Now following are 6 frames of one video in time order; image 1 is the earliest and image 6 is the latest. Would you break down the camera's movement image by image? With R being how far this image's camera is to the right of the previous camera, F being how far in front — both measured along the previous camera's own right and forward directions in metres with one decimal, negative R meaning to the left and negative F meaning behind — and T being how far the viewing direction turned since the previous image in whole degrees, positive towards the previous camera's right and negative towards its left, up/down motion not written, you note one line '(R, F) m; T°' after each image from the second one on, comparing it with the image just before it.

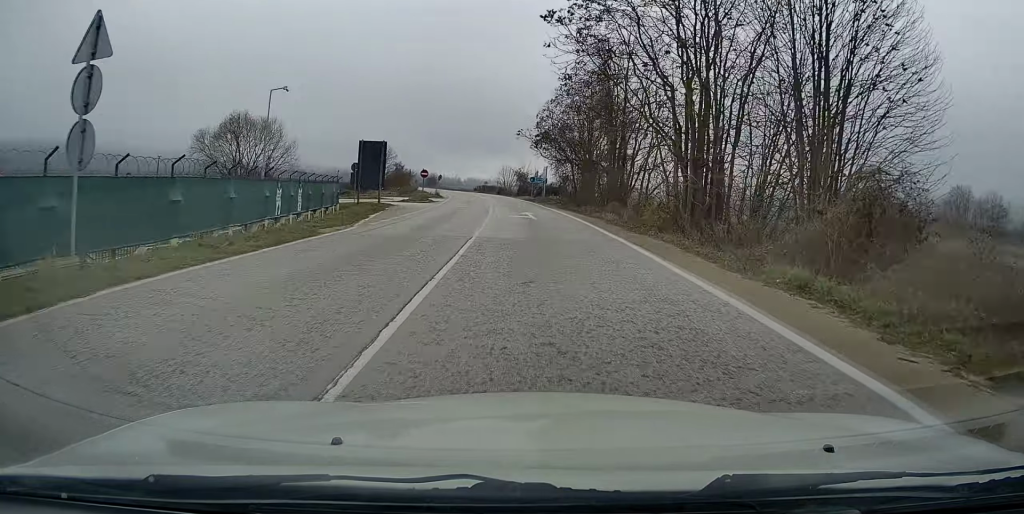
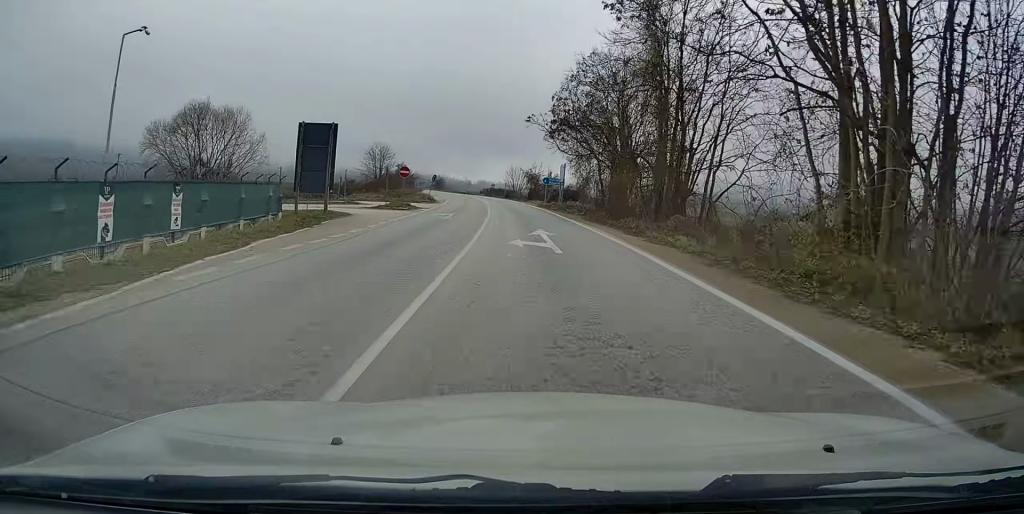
(+0.1, +12.6) m; -1°
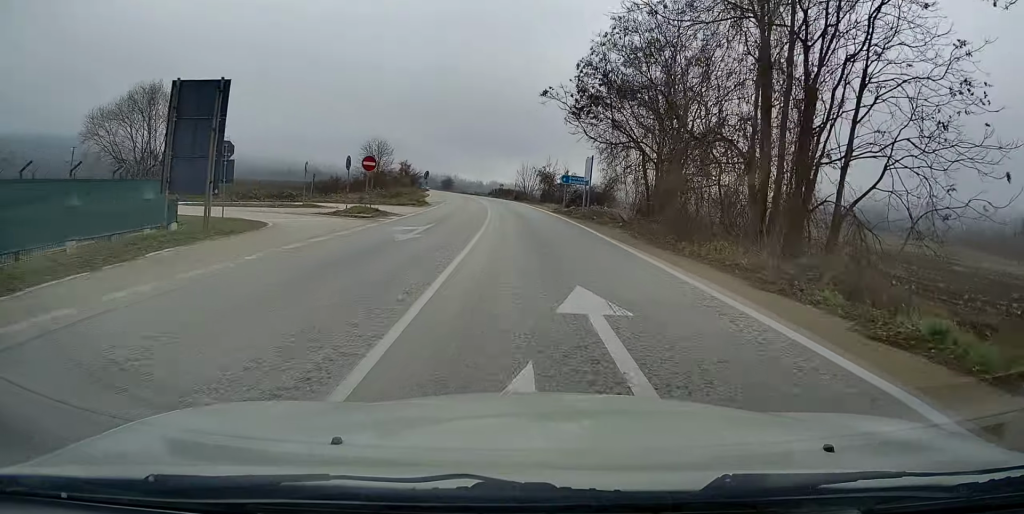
(-0.2, +12.1) m; -1°
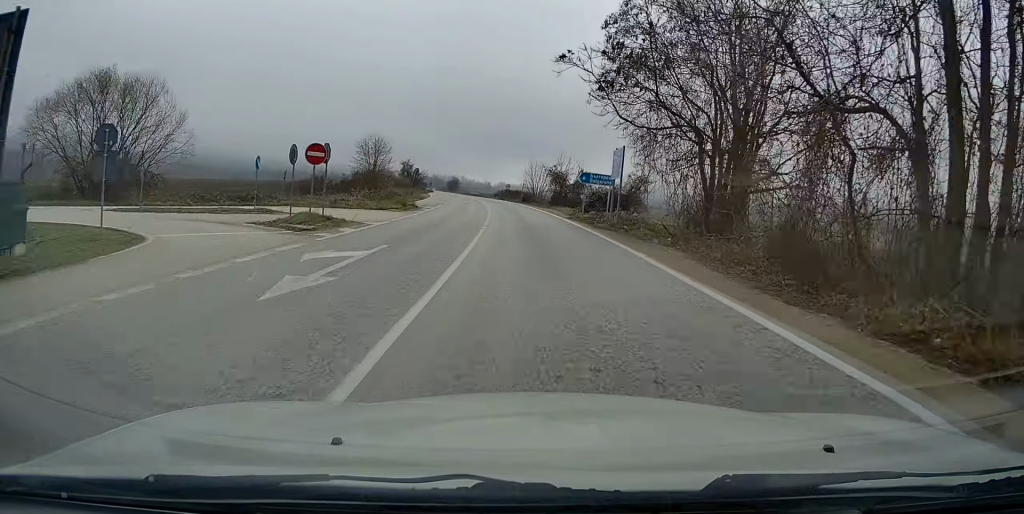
(0.0, +8.7) m; -1°
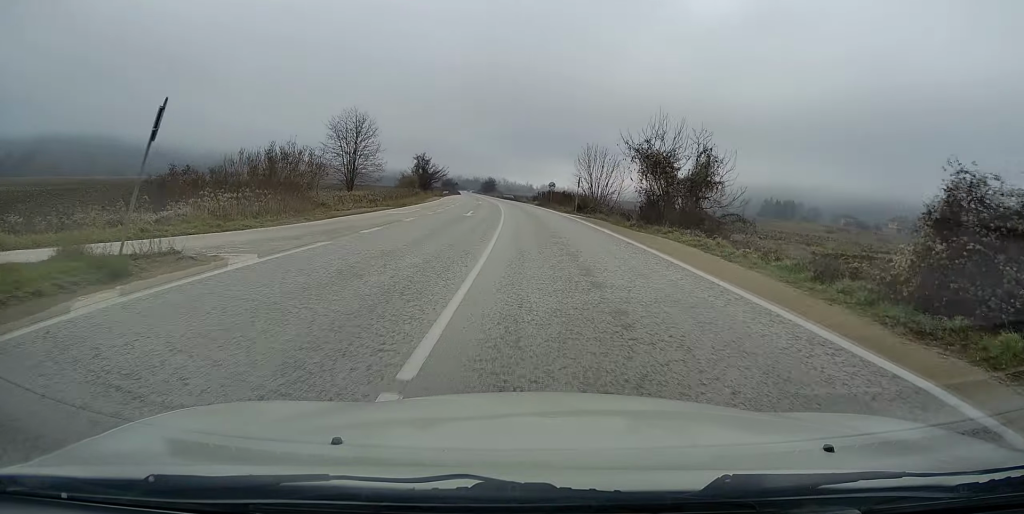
(-0.8, +33.3) m; -3°
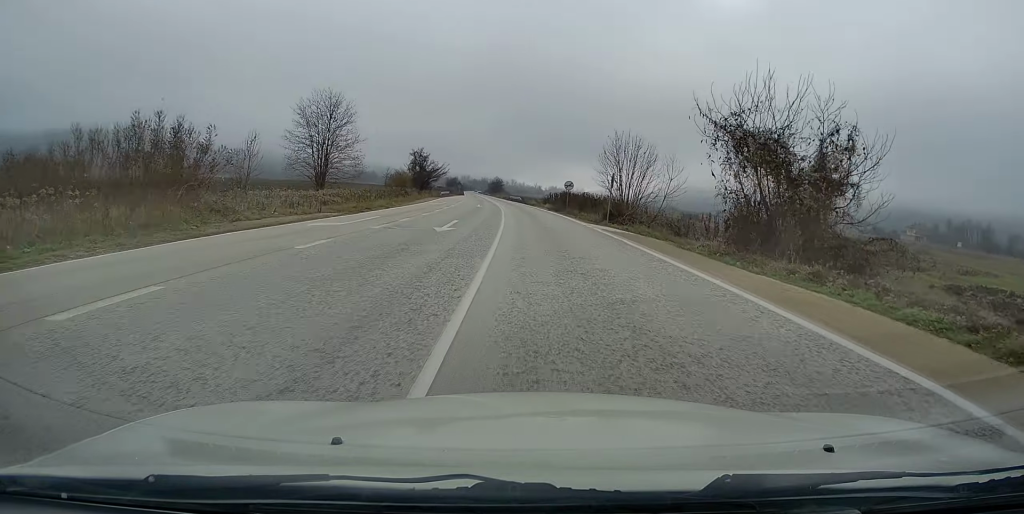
(-0.2, +13.2) m; -1°
